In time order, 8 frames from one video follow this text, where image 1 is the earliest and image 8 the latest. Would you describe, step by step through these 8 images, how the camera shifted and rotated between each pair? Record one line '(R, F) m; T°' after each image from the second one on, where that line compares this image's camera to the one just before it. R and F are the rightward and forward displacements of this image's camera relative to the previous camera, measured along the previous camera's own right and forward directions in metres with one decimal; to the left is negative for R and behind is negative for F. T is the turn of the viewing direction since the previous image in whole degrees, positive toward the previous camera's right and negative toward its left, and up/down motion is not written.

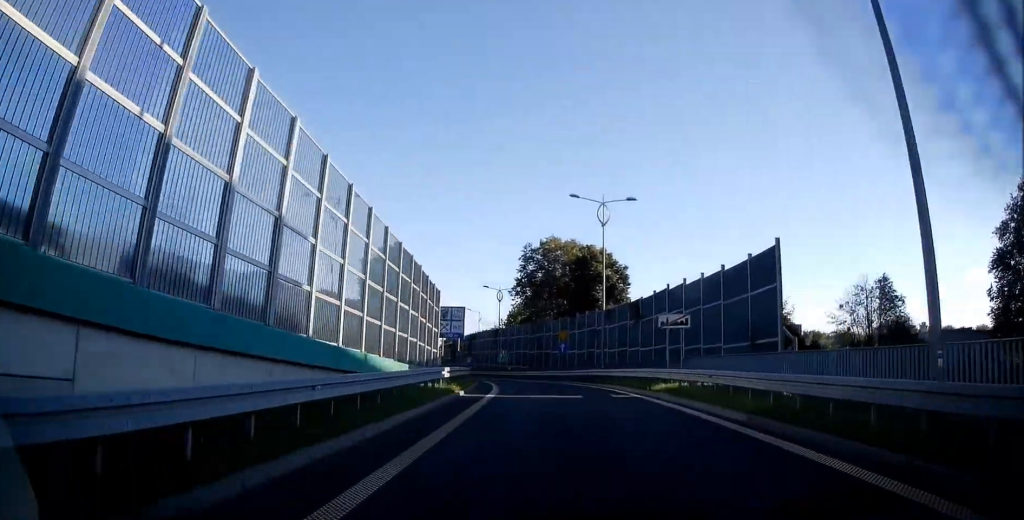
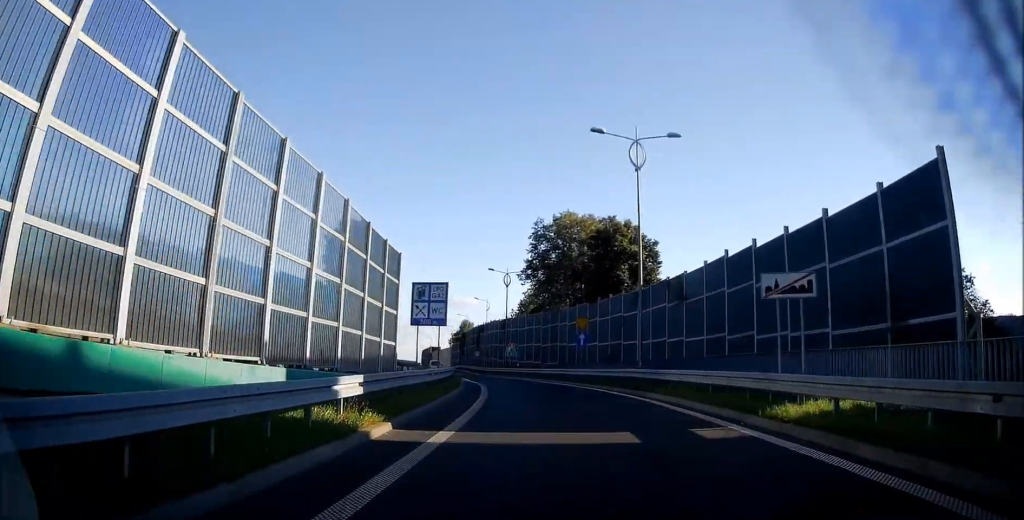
(0.0, +9.1) m; 0°
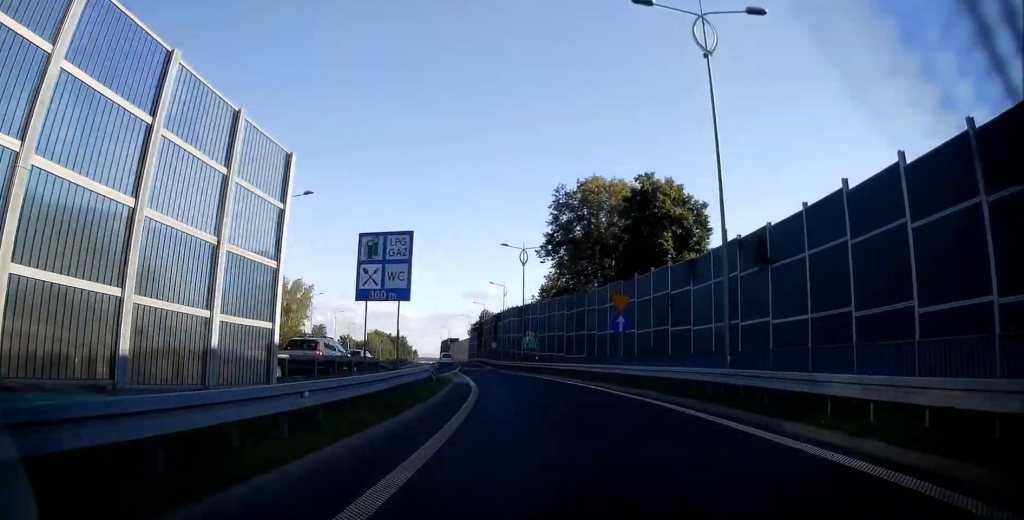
(0.0, +9.7) m; -1°
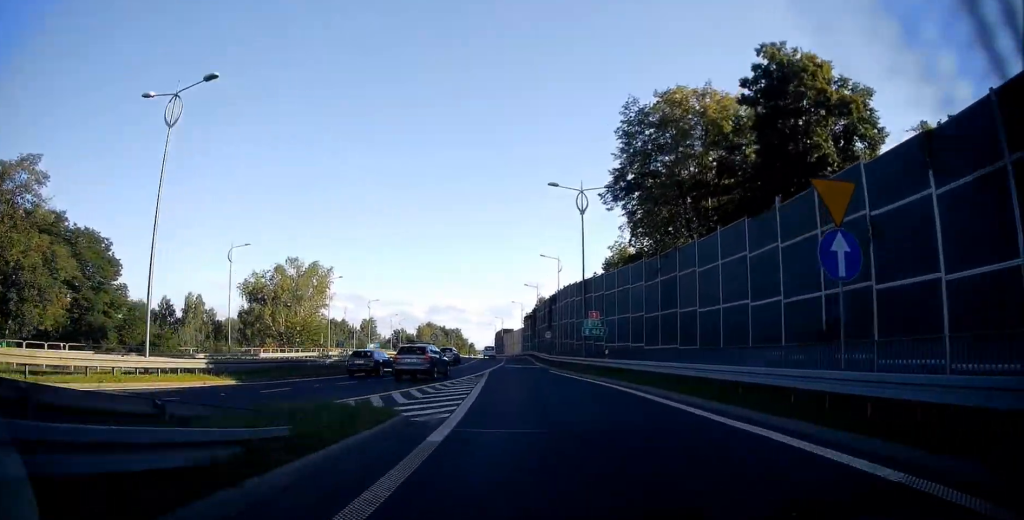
(-0.5, +17.8) m; -4°
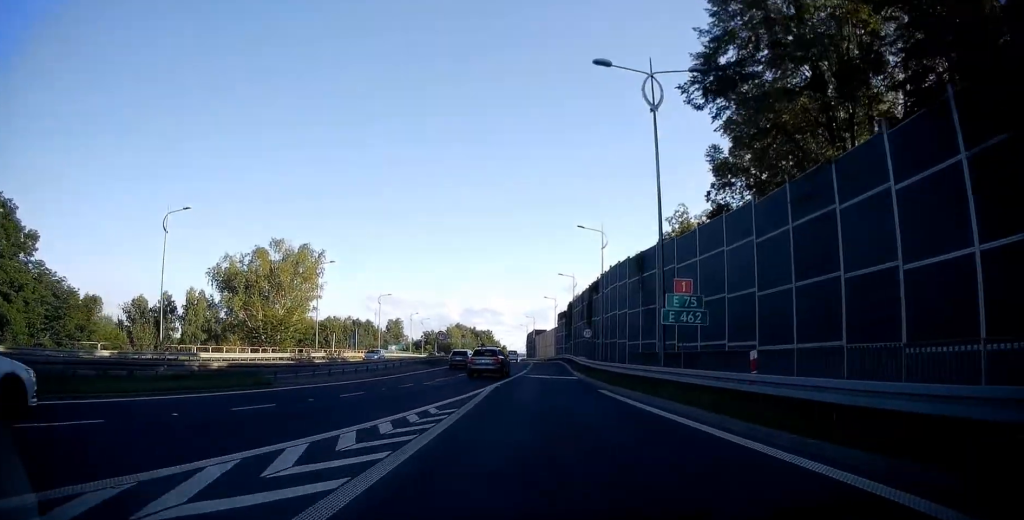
(-0.6, +16.7) m; -4°
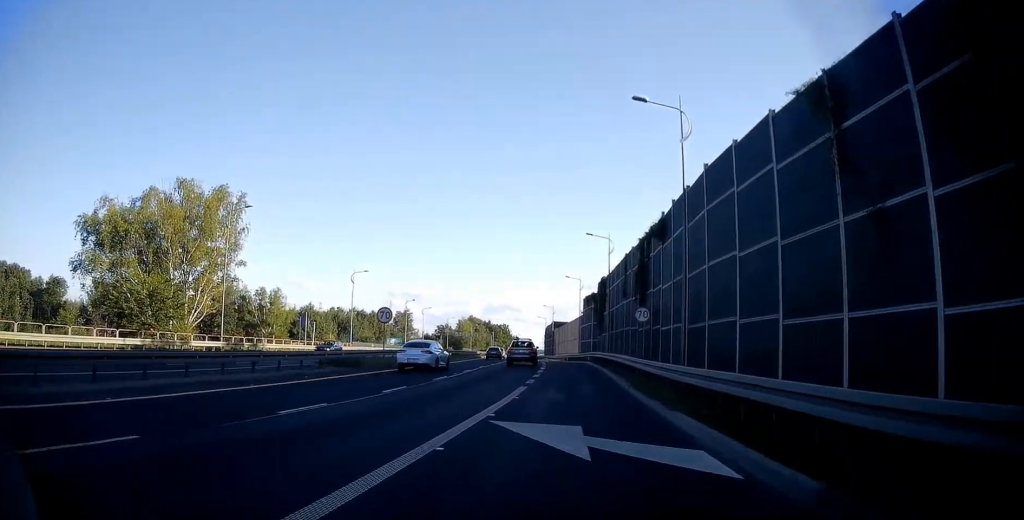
(-0.8, +26.3) m; -3°
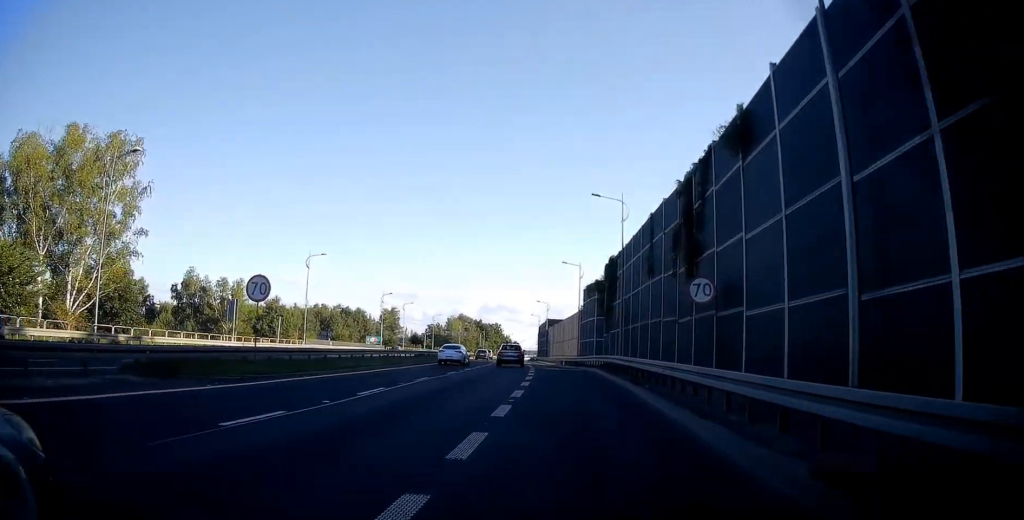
(-0.1, +15.2) m; 0°
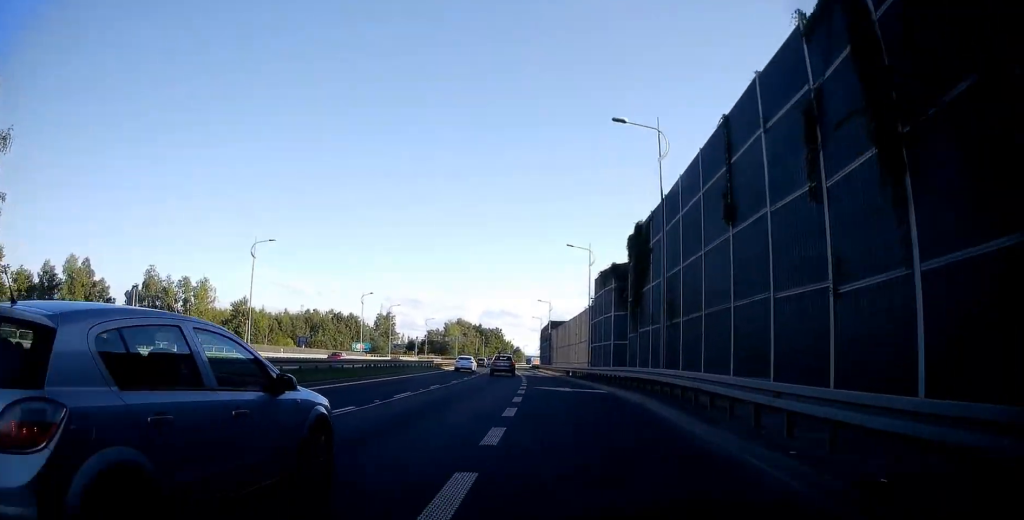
(0.0, +15.1) m; 0°
